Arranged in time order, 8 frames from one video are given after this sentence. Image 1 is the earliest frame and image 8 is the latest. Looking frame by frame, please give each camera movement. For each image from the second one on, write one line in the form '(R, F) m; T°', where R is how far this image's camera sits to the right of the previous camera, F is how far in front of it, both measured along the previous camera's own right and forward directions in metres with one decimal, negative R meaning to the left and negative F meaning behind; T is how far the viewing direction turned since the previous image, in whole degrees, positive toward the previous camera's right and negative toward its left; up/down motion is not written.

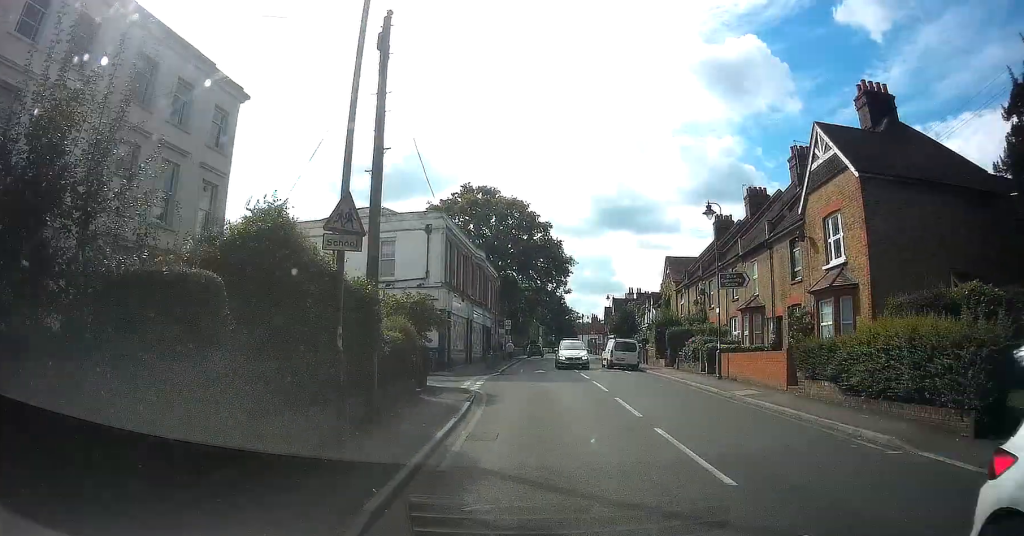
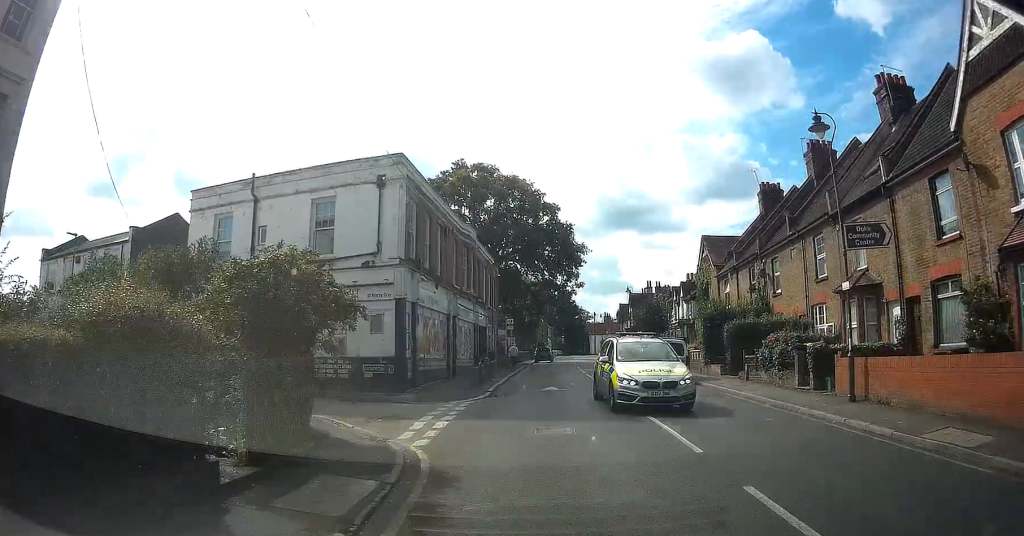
(0.0, +9.7) m; -1°
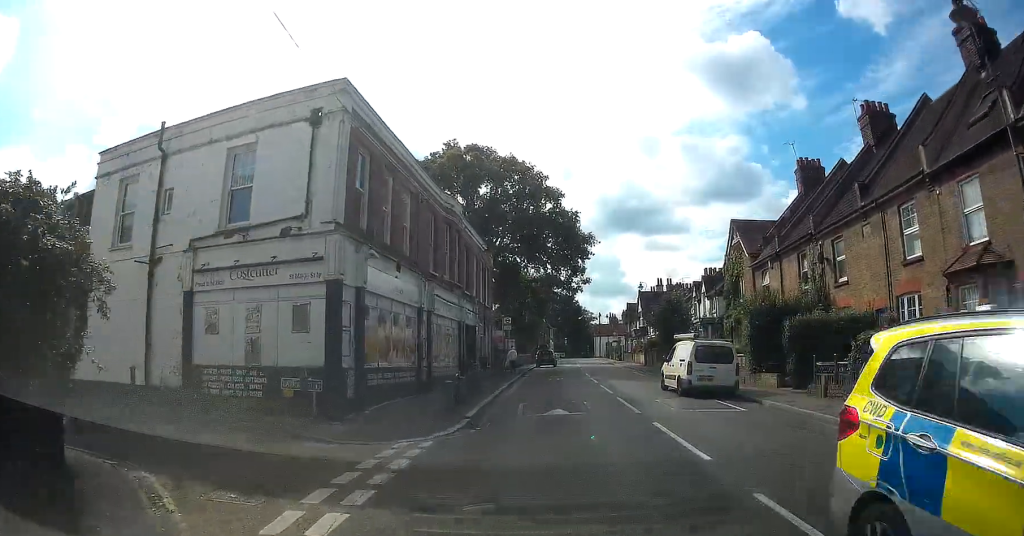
(0.0, +6.2) m; -2°
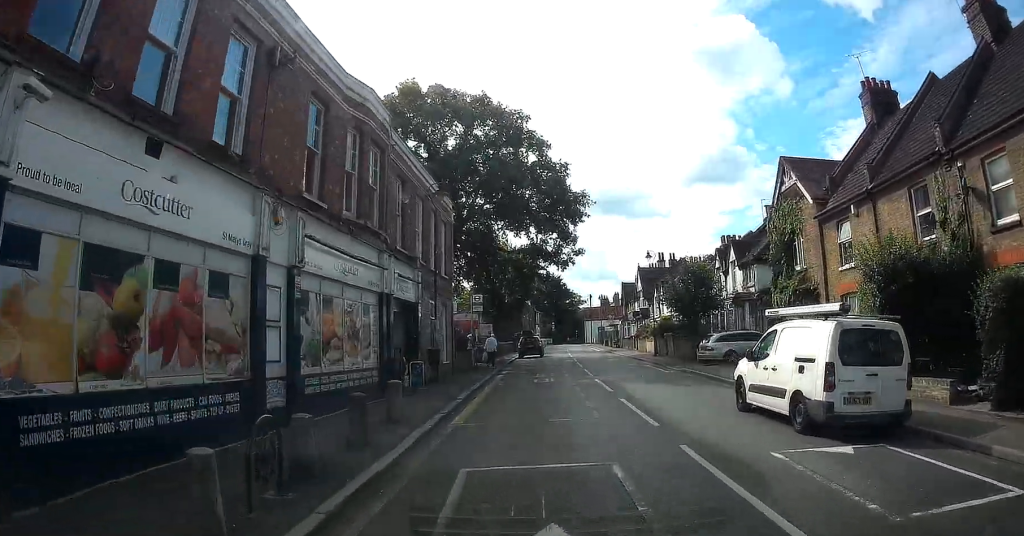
(-0.6, +10.0) m; -7°
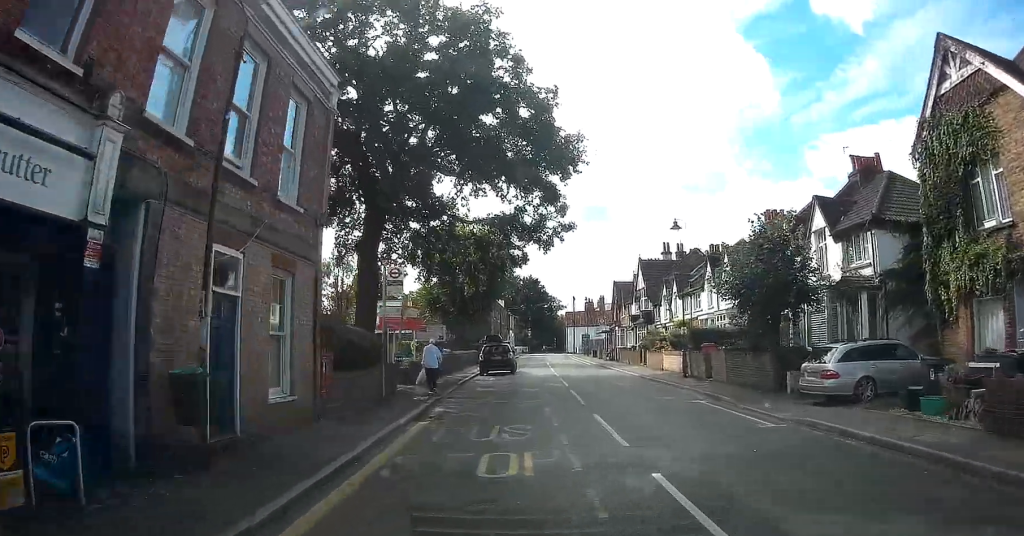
(-0.6, +13.2) m; +5°
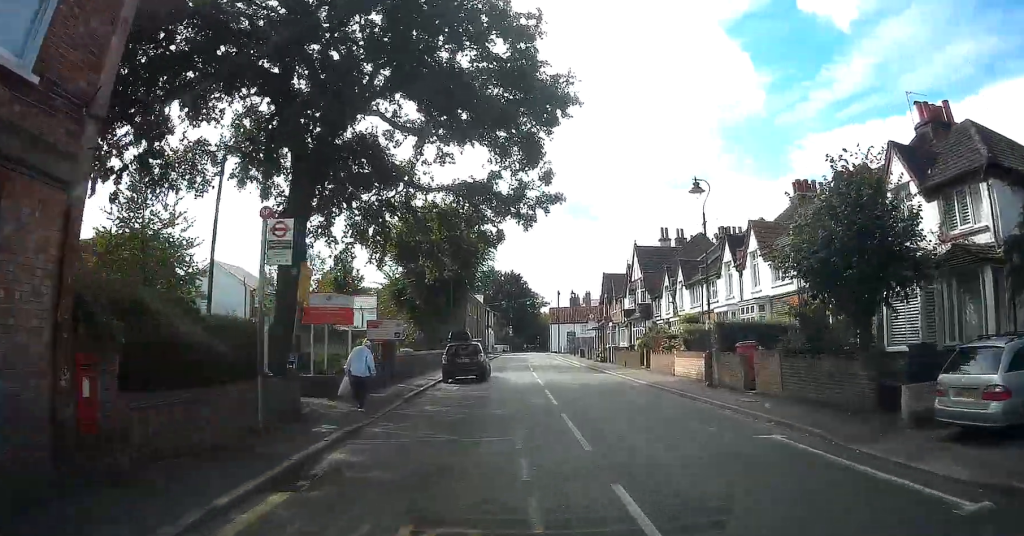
(+0.8, +6.1) m; +7°
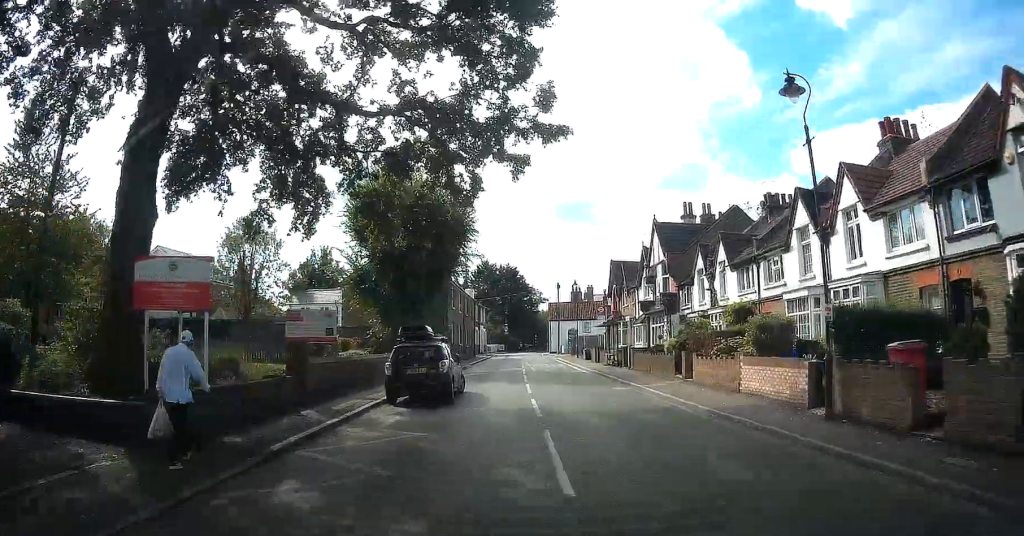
(+0.4, +8.0) m; +3°
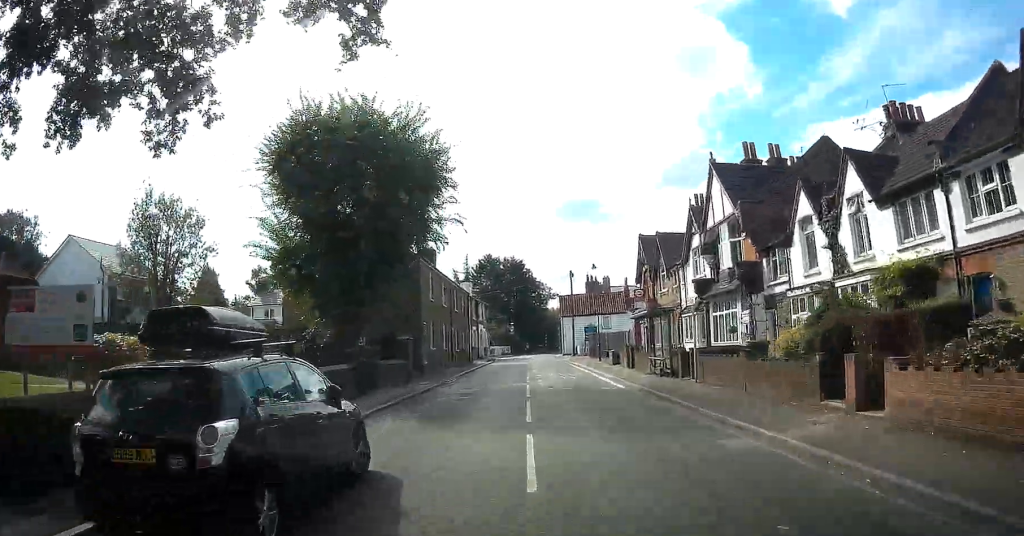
(+0.1, +10.8) m; -1°
